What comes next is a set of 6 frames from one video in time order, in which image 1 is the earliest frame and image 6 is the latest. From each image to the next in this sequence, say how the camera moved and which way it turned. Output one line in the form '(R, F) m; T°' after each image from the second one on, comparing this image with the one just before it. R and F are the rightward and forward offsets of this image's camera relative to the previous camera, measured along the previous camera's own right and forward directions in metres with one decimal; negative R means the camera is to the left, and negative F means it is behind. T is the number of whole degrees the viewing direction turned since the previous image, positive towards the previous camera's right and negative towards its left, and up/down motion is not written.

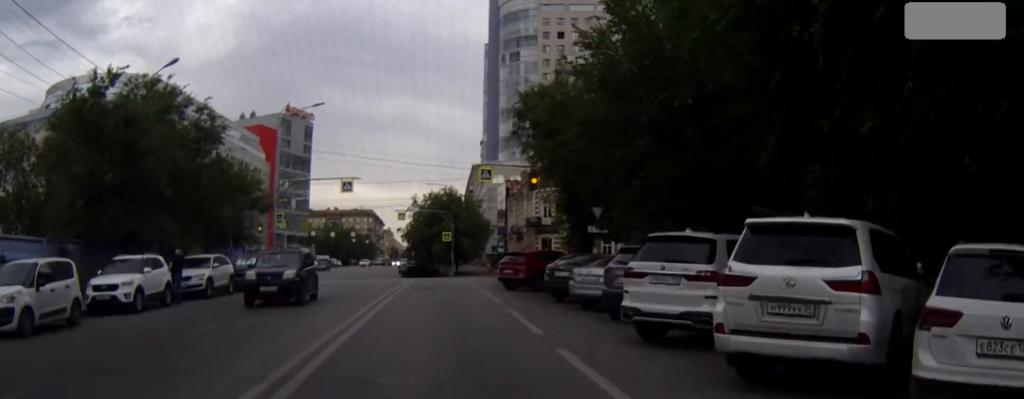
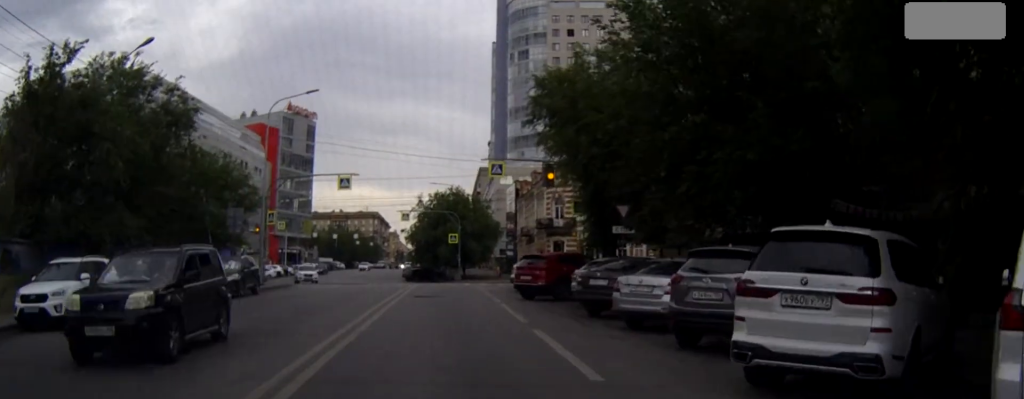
(0.0, +4.5) m; -1°
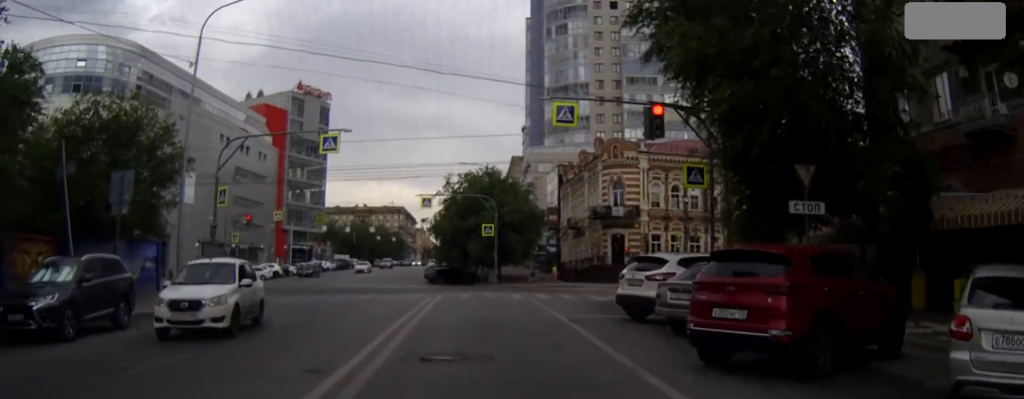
(-0.5, +16.2) m; -2°
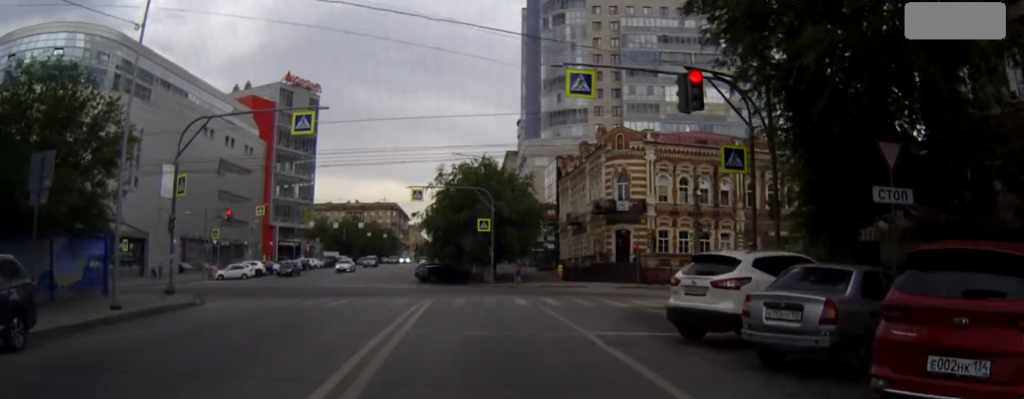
(0.0, +4.5) m; +2°
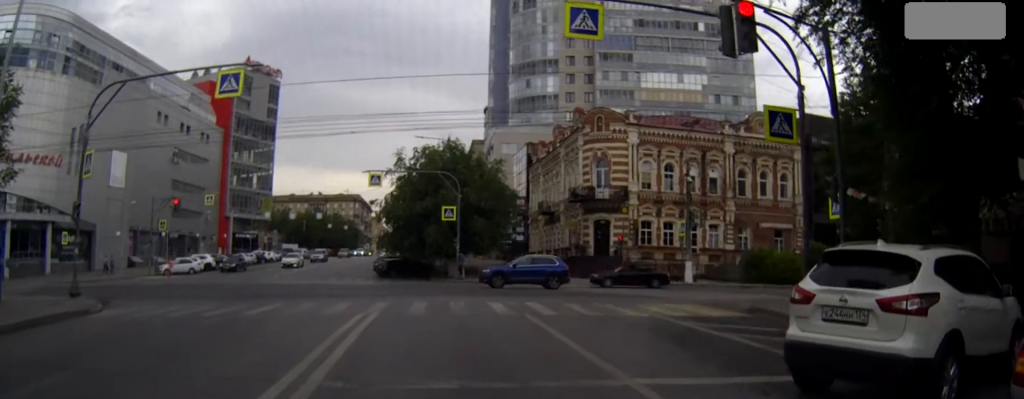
(+0.2, +5.7) m; +4°
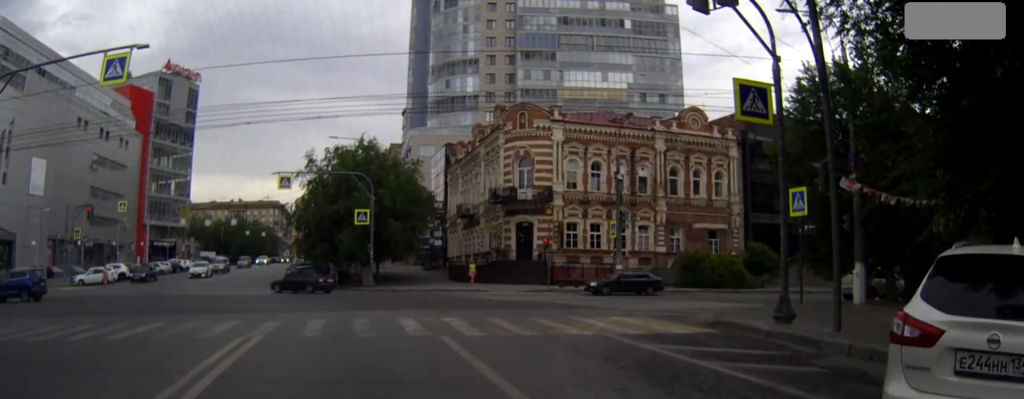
(-0.1, +3.6) m; +1°
